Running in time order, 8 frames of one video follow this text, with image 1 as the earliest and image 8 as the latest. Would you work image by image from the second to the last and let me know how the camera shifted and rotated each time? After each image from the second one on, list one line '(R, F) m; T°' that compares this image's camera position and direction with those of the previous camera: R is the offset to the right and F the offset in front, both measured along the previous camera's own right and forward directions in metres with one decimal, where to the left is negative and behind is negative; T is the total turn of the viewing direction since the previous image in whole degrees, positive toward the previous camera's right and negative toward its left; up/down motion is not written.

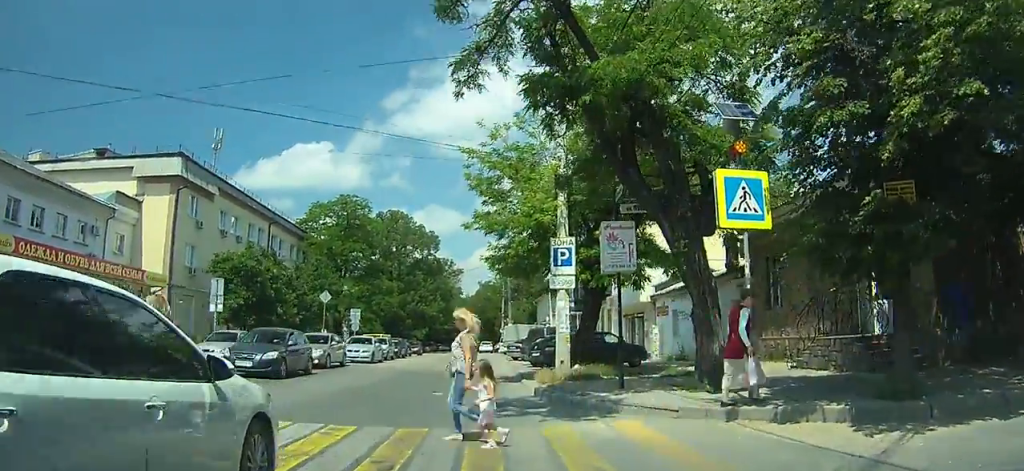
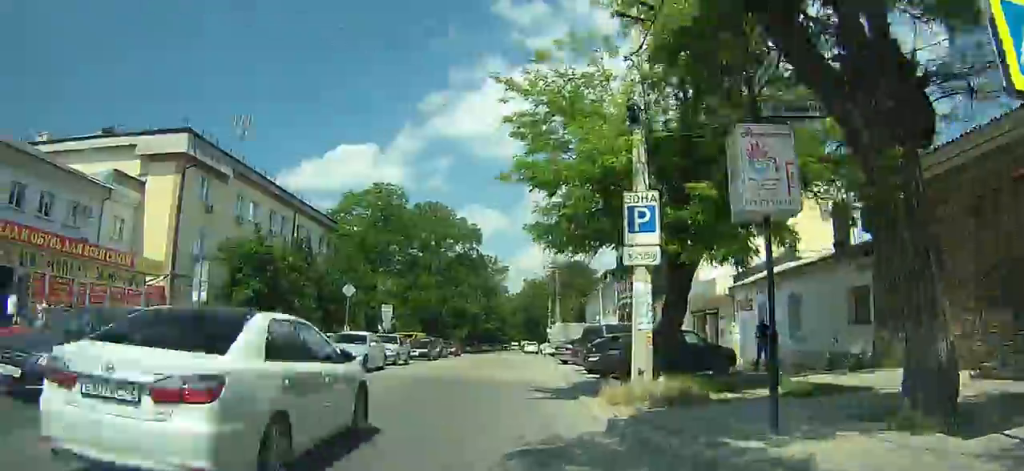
(+0.1, +7.4) m; +1°
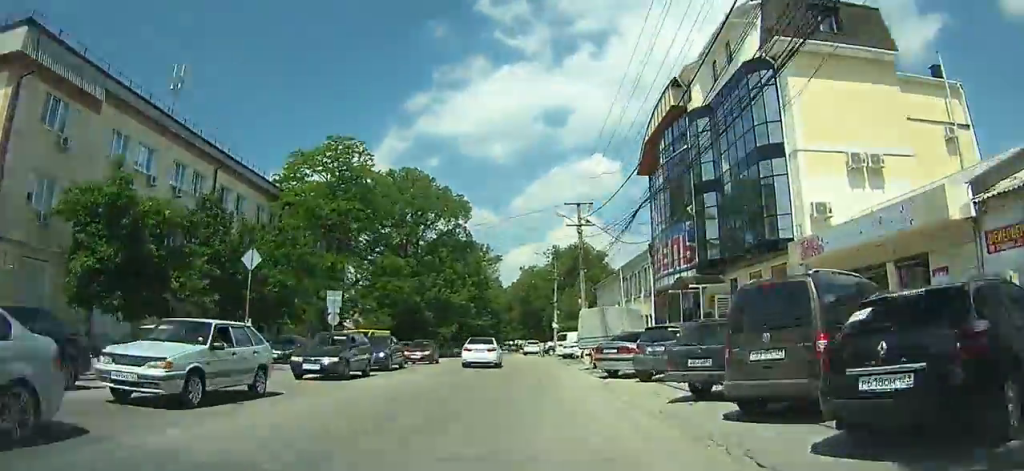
(-0.1, +14.0) m; -2°
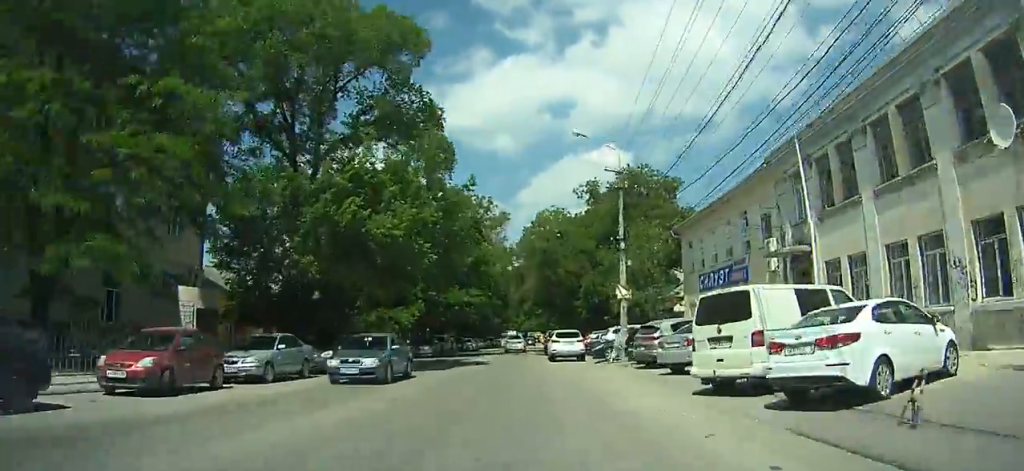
(-1.1, +29.7) m; -3°
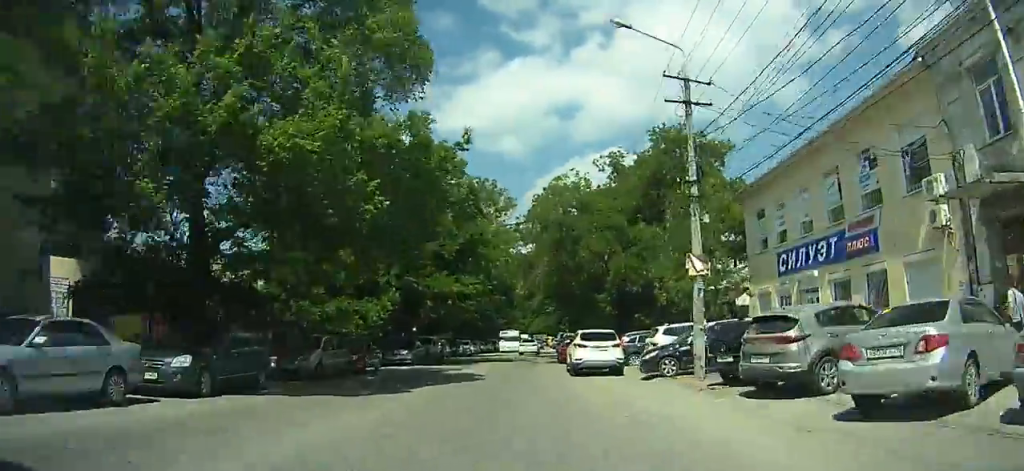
(0.0, +10.1) m; 0°
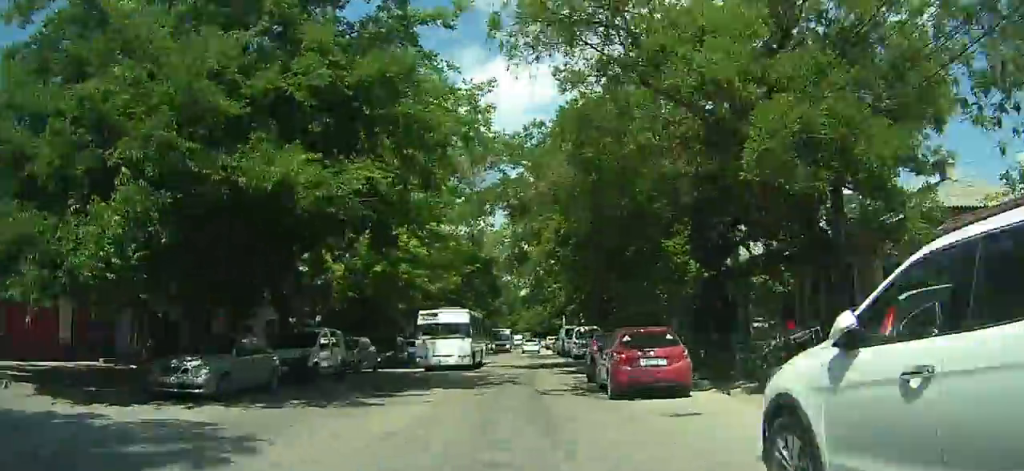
(+0.1, +20.4) m; +1°
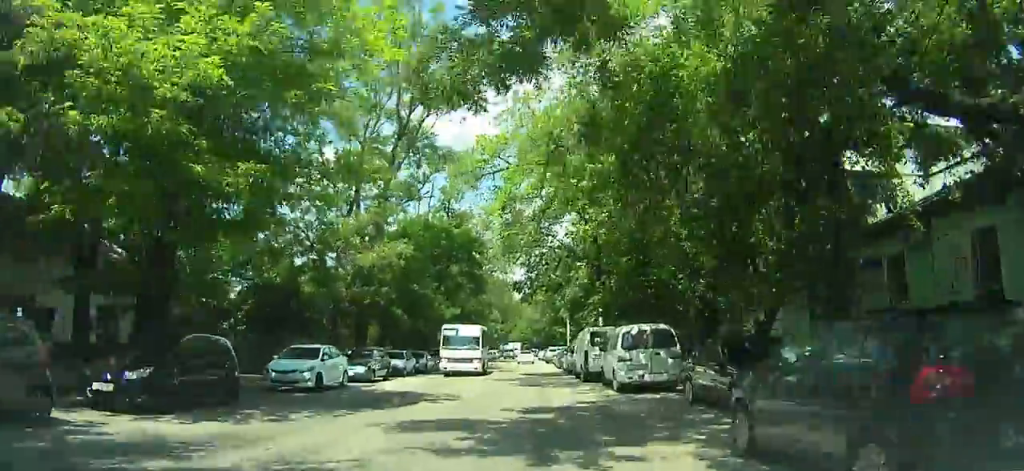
(+0.2, +18.2) m; +1°
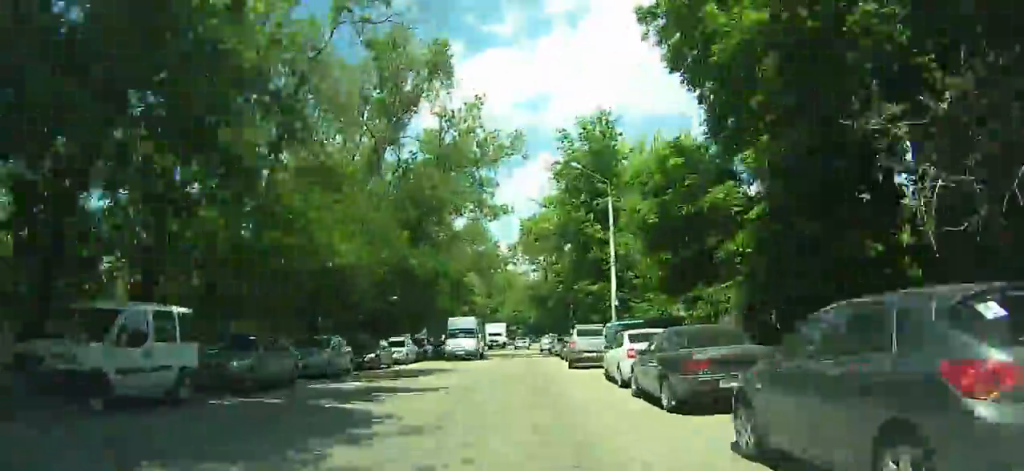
(+0.6, +40.1) m; +2°
